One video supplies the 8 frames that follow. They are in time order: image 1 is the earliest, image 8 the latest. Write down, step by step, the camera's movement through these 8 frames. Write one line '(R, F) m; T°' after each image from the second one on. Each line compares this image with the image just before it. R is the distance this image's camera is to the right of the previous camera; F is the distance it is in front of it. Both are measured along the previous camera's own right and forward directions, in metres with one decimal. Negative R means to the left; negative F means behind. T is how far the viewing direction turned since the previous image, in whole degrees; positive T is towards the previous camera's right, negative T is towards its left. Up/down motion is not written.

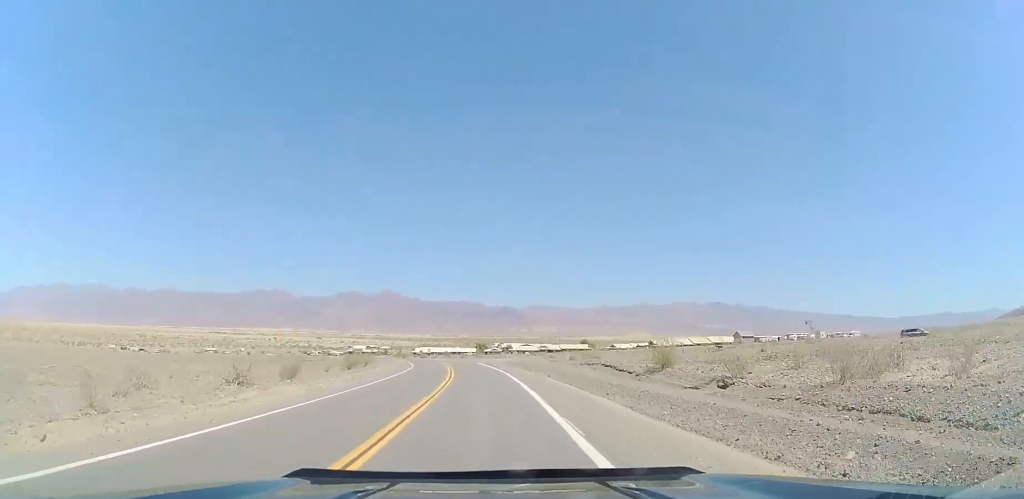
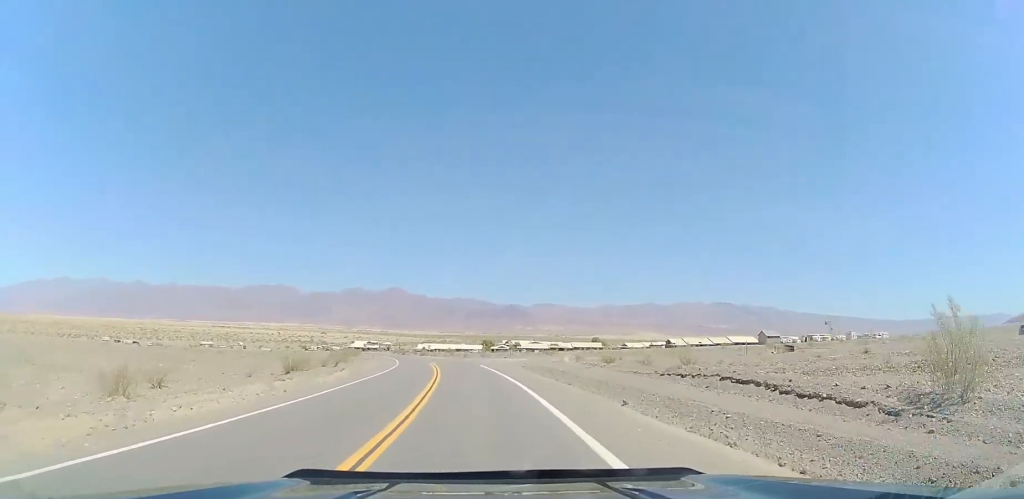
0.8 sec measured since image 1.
(-0.1, +17.7) m; 0°
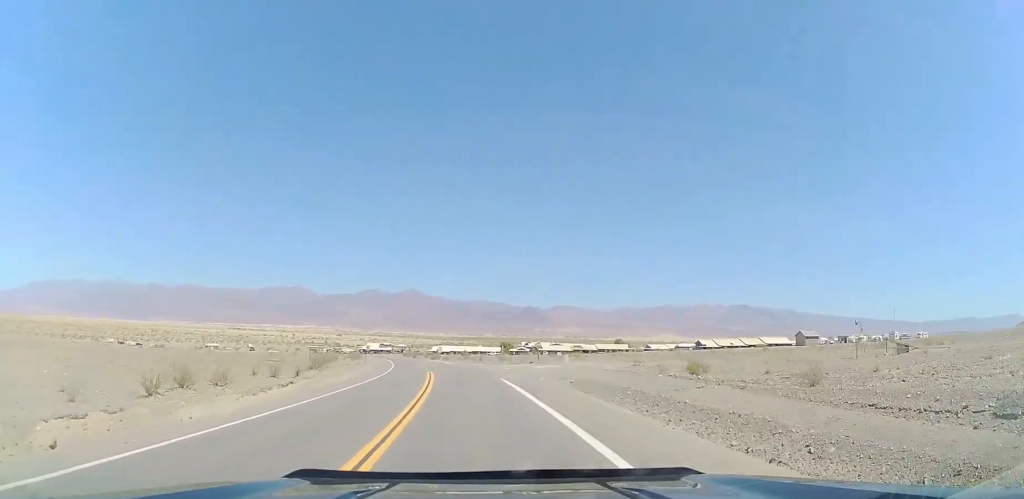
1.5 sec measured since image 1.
(-0.1, +17.0) m; -1°
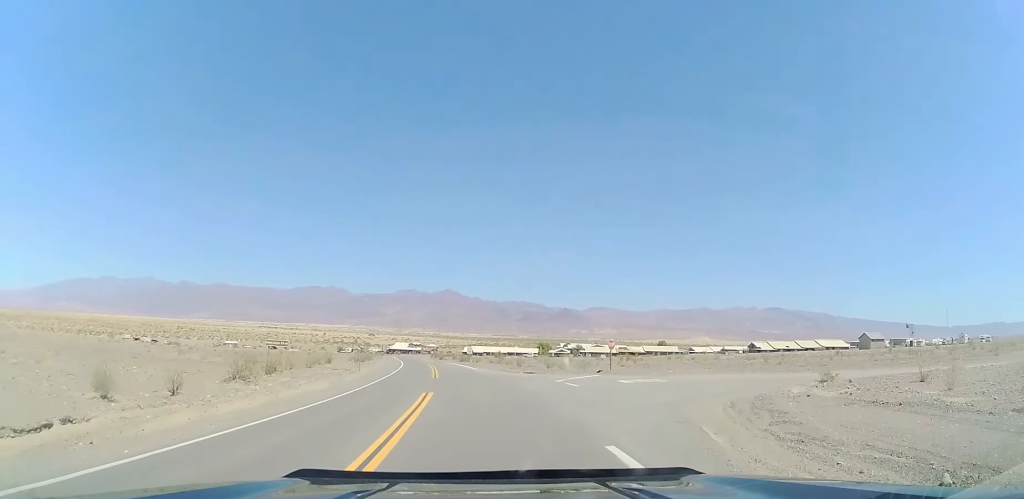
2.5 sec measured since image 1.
(-0.3, +21.2) m; -2°
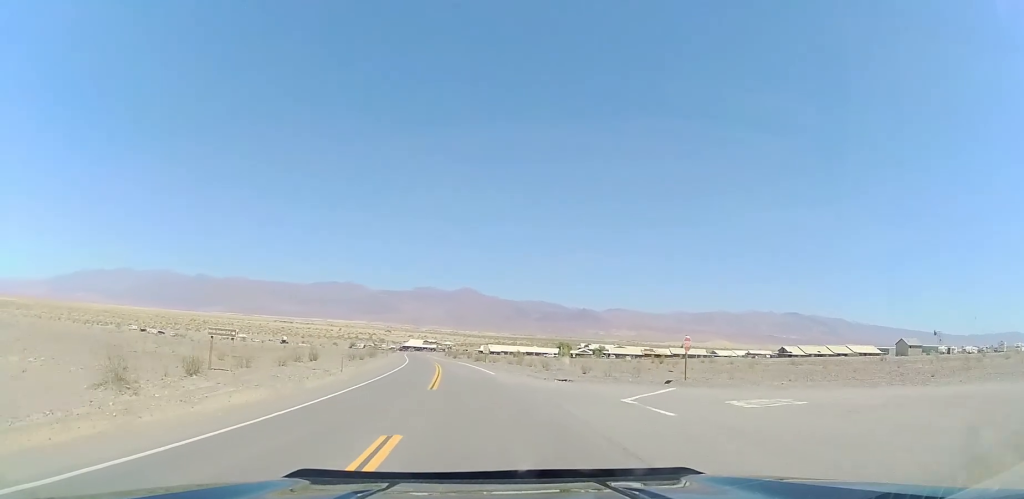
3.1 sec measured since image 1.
(-0.3, +12.4) m; -1°
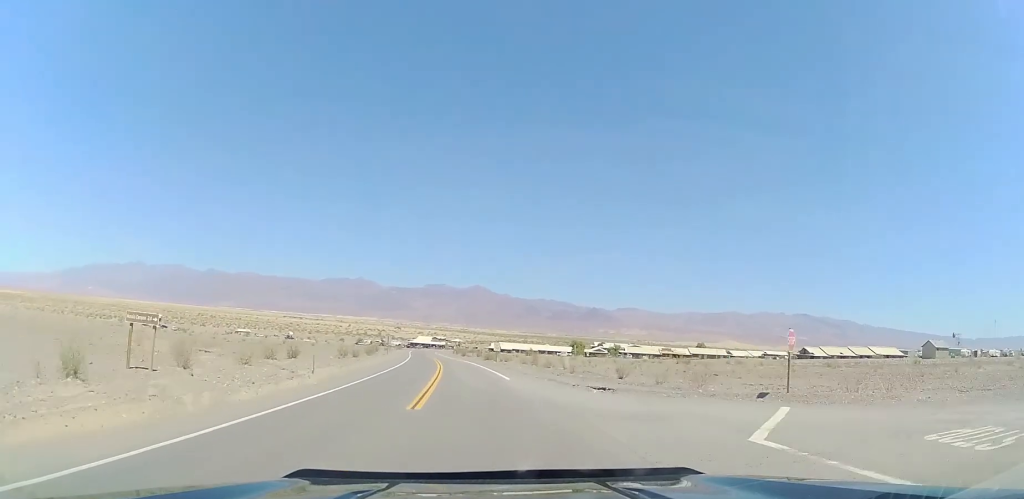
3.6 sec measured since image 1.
(0.0, +9.2) m; -2°
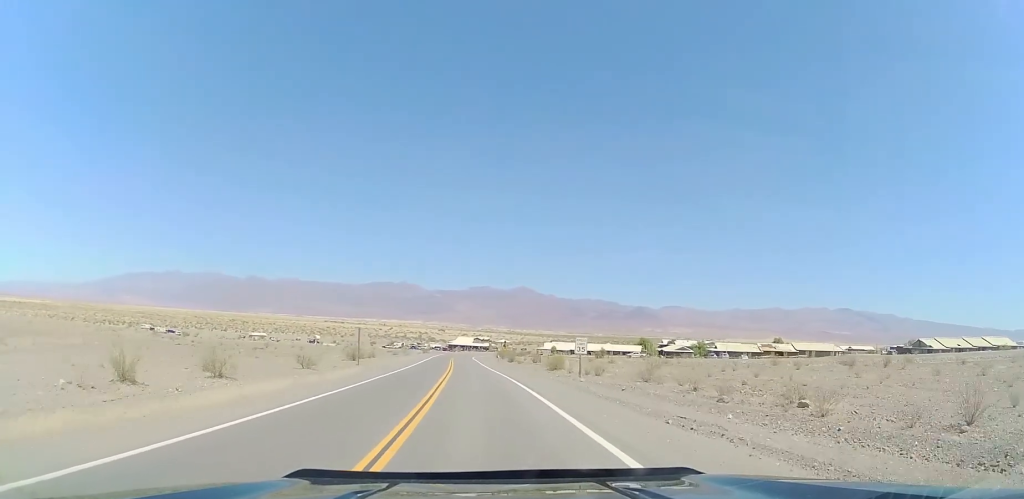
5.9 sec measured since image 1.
(-3.0, +42.9) m; -7°
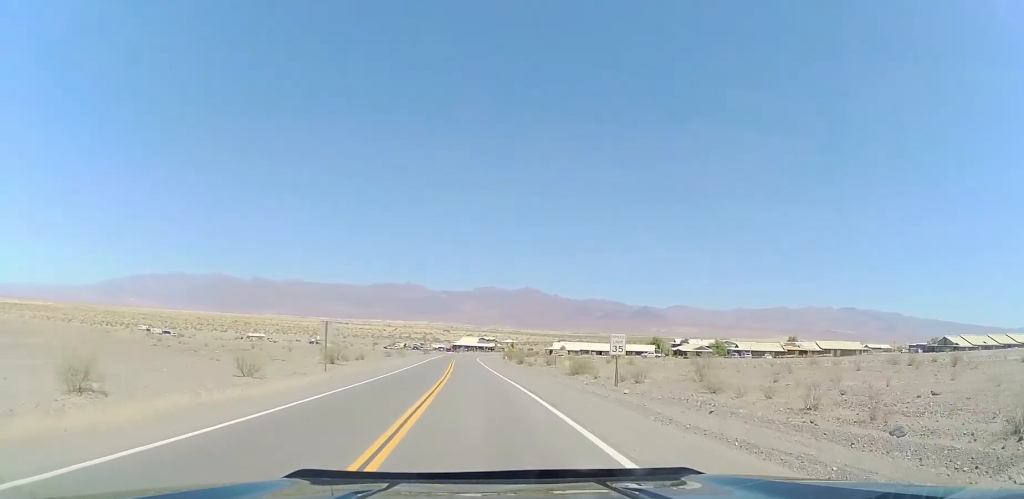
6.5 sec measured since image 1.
(-0.1, +10.1) m; -1°
